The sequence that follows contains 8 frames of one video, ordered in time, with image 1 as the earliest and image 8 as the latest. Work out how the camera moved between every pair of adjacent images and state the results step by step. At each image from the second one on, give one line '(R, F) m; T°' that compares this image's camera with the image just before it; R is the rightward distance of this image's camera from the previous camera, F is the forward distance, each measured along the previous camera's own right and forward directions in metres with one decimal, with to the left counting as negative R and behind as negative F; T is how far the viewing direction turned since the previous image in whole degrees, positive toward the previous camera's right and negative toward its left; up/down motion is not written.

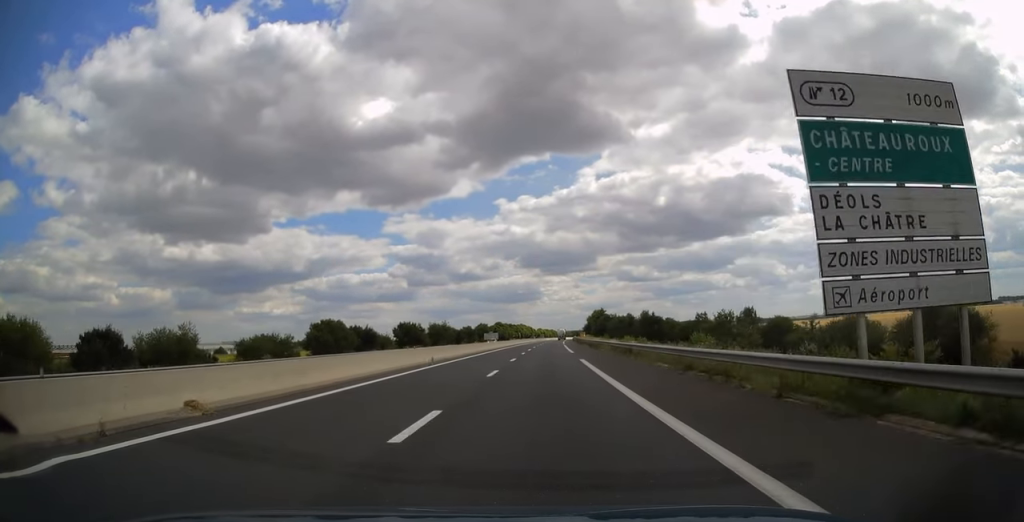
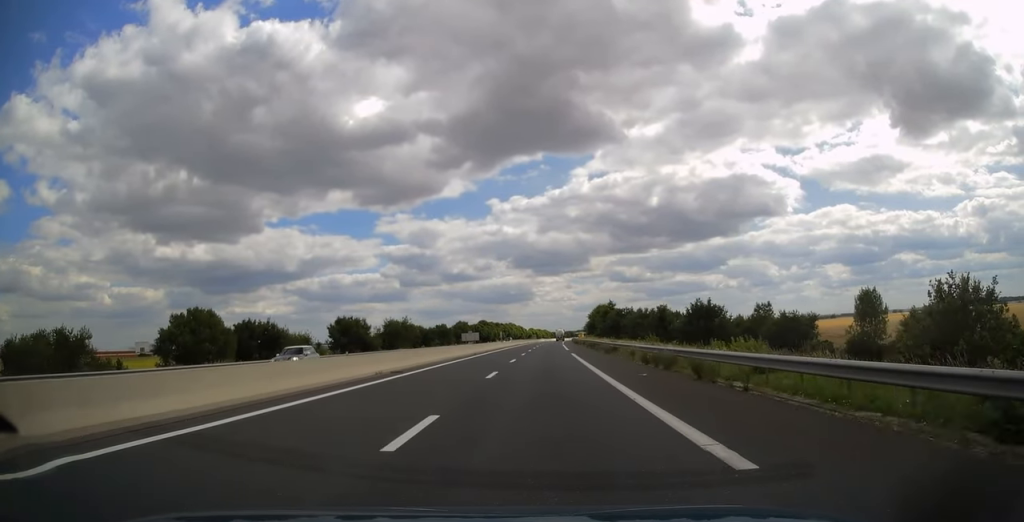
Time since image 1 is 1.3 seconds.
(+0.2, +37.8) m; +1°
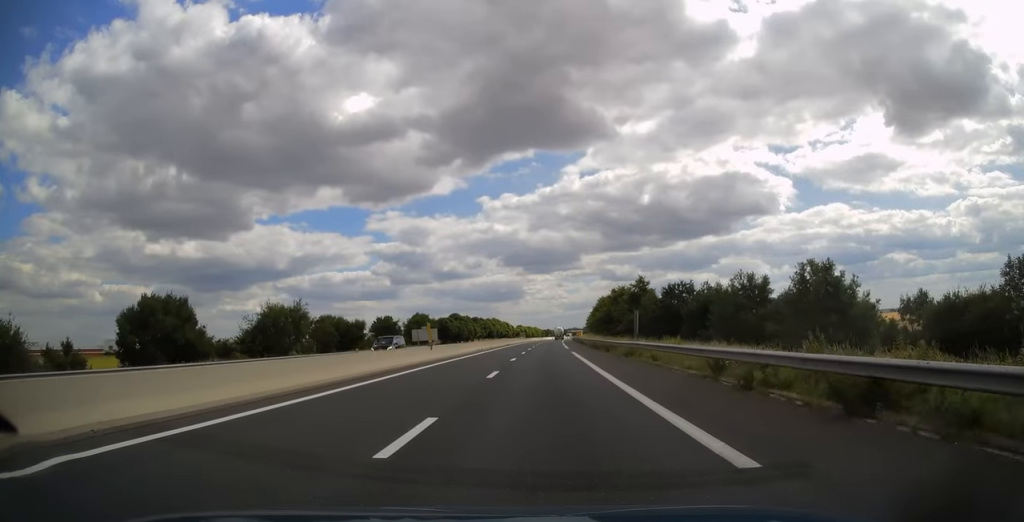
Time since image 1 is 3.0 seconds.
(+0.2, +50.6) m; +1°
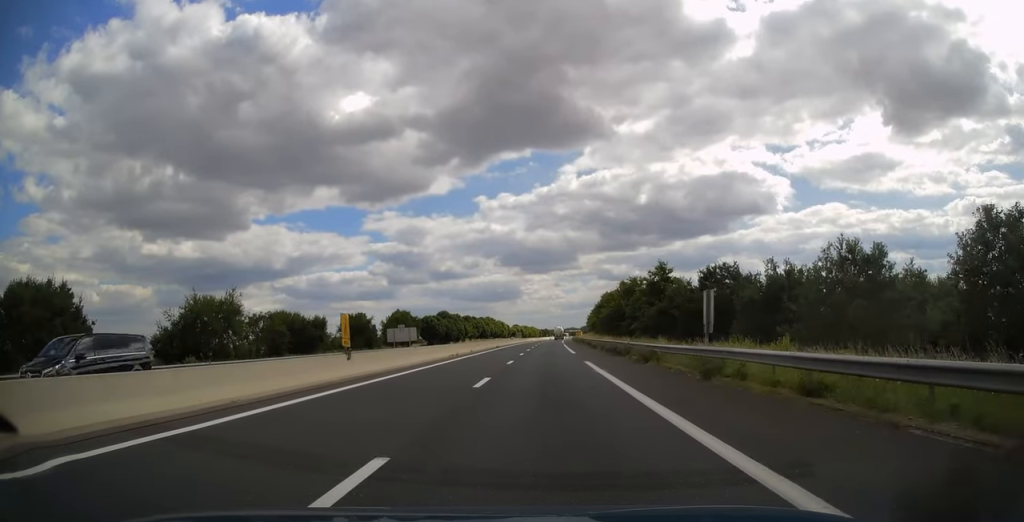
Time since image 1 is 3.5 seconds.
(0.0, +15.7) m; 0°
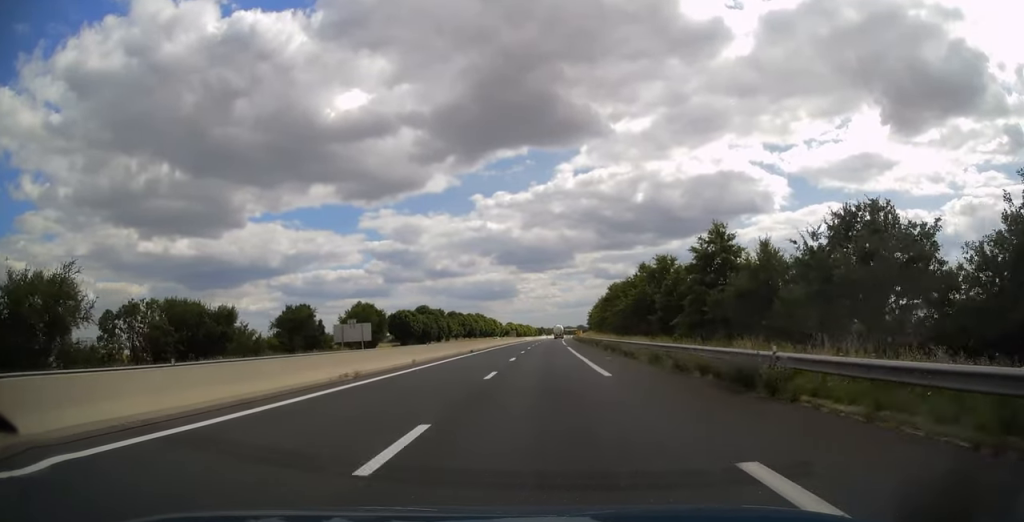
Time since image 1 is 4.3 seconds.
(+0.1, +22.6) m; 0°
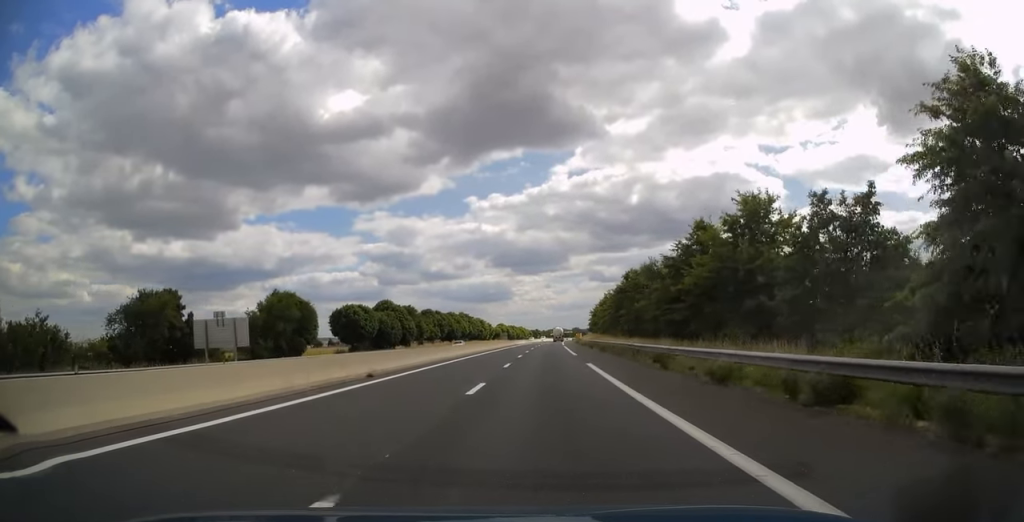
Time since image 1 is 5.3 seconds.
(0.0, +29.1) m; 0°
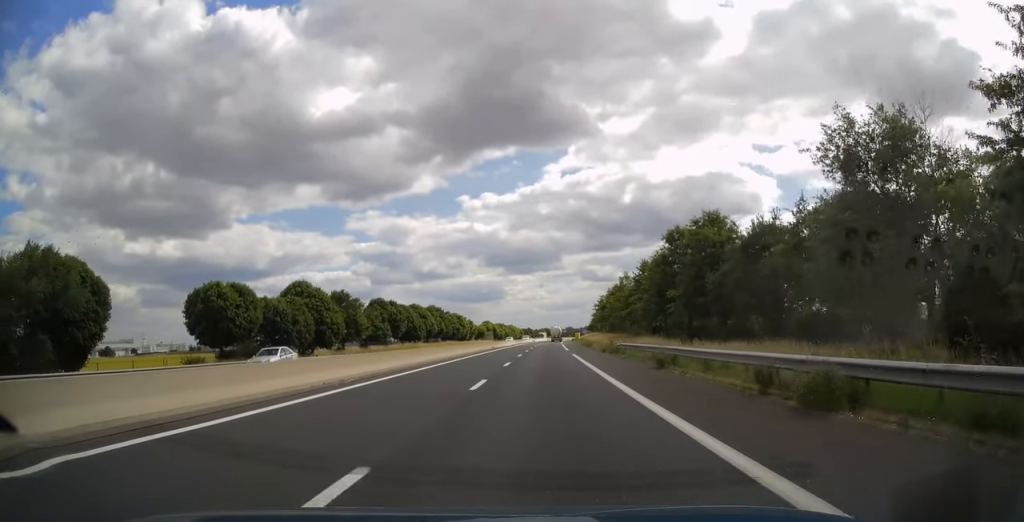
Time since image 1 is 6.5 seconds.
(+0.2, +36.5) m; +1°
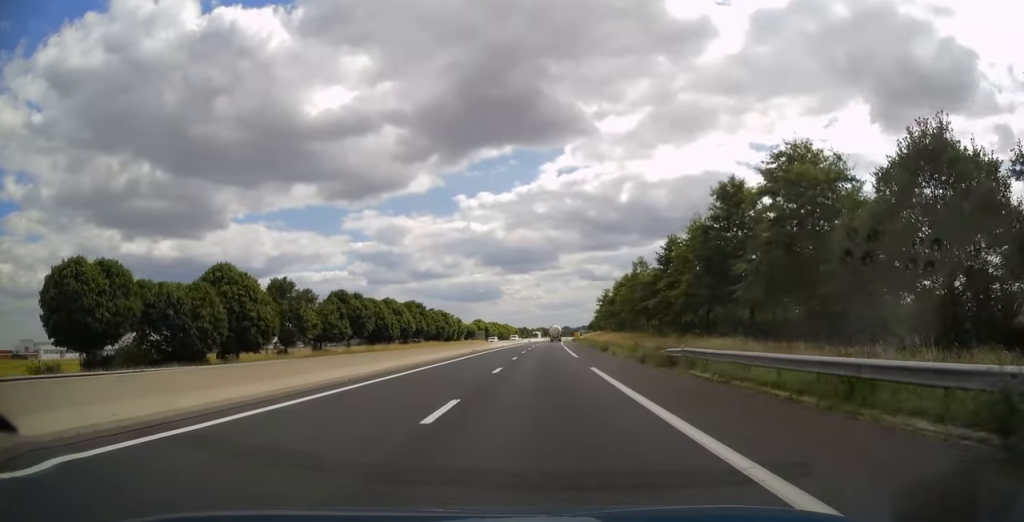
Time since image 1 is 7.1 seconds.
(+0.1, +18.2) m; +1°
